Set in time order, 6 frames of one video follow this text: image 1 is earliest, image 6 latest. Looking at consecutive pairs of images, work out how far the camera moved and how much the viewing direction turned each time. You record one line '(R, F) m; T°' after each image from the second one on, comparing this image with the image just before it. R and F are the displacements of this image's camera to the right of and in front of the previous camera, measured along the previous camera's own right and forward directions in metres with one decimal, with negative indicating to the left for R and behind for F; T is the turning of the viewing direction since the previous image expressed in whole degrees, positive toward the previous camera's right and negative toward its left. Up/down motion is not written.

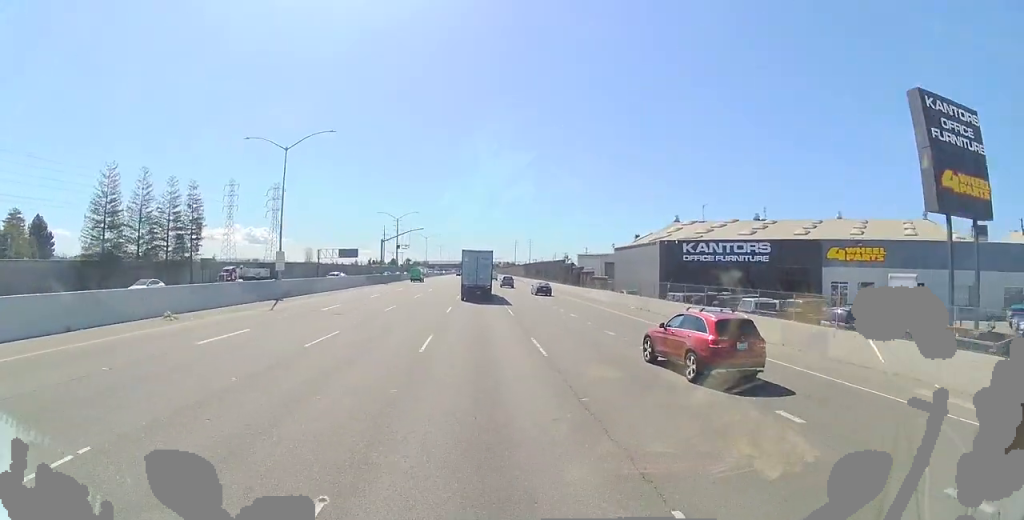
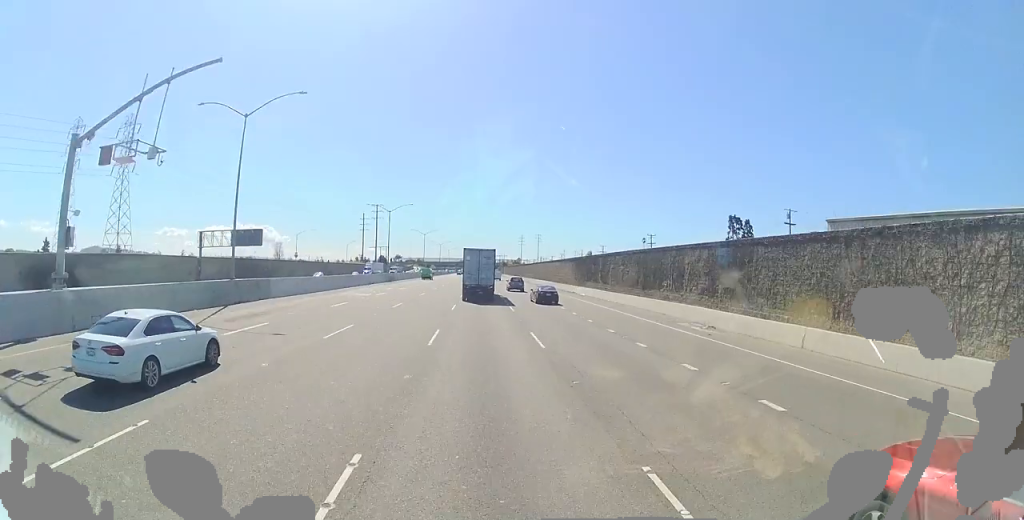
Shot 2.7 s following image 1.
(-0.3, +72.1) m; -1°
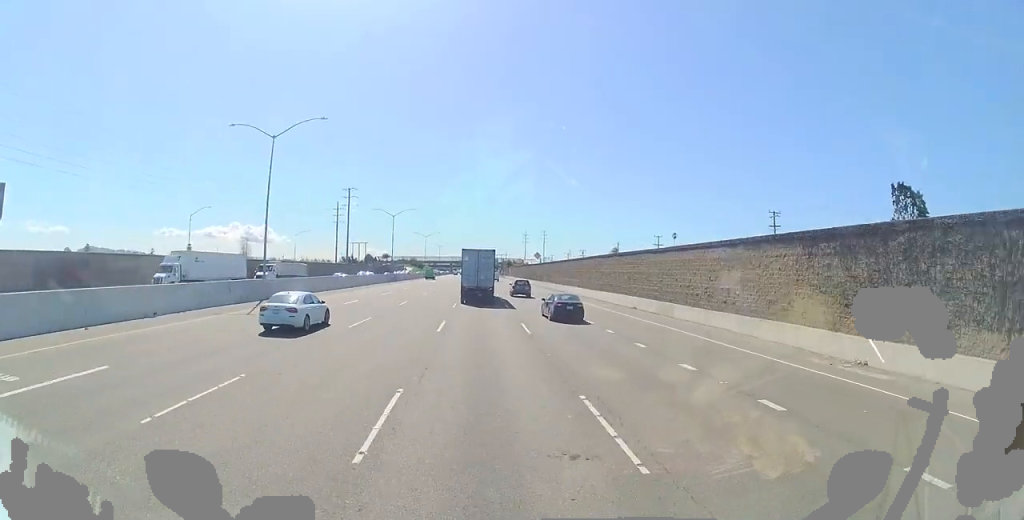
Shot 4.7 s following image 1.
(+1.7, +54.8) m; +2°
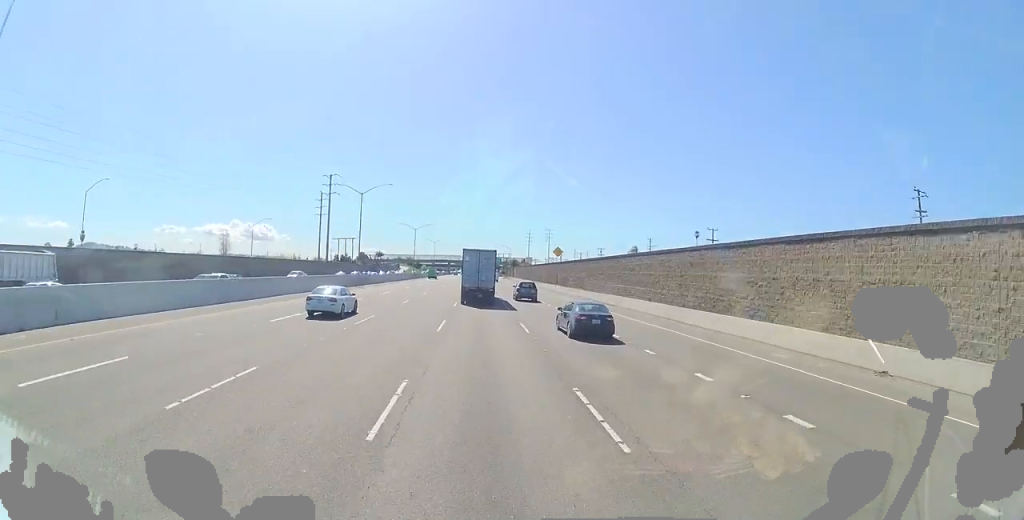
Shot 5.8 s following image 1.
(-0.3, +28.7) m; -1°
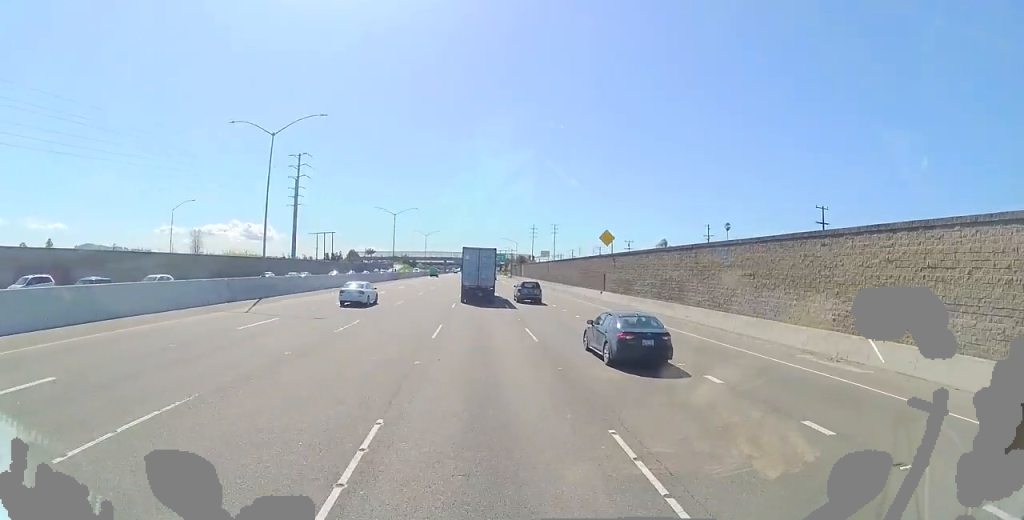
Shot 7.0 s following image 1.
(+0.1, +33.2) m; 0°
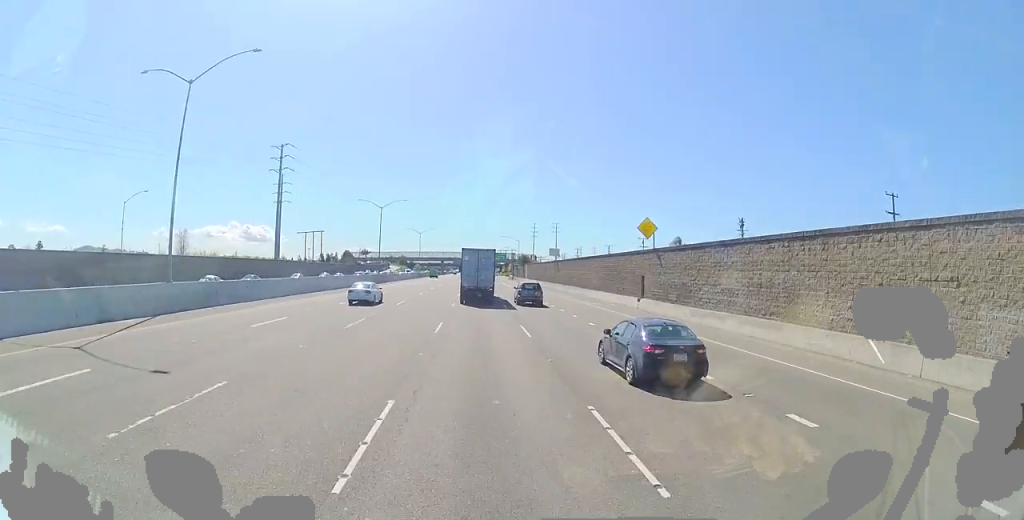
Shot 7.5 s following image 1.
(0.0, +13.3) m; 0°
